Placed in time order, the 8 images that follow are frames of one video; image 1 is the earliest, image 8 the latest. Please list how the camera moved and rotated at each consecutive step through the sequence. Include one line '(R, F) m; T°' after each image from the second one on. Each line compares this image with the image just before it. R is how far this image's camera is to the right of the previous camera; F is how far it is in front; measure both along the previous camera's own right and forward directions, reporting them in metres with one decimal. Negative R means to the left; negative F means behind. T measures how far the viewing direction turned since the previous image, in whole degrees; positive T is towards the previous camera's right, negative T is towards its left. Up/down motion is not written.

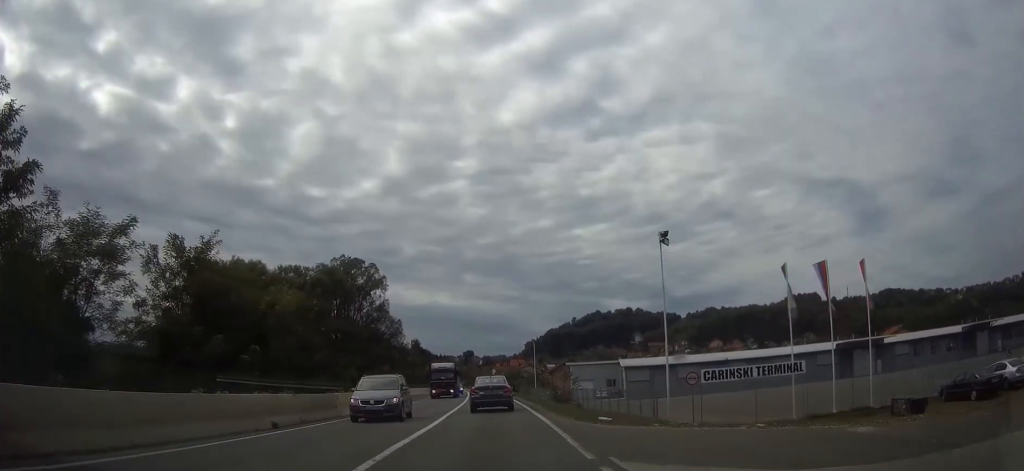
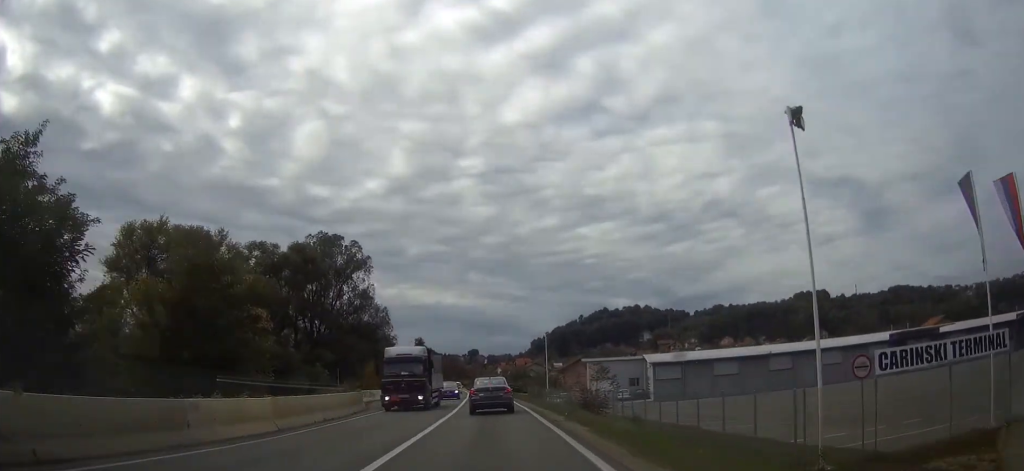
(-0.1, +14.6) m; -1°
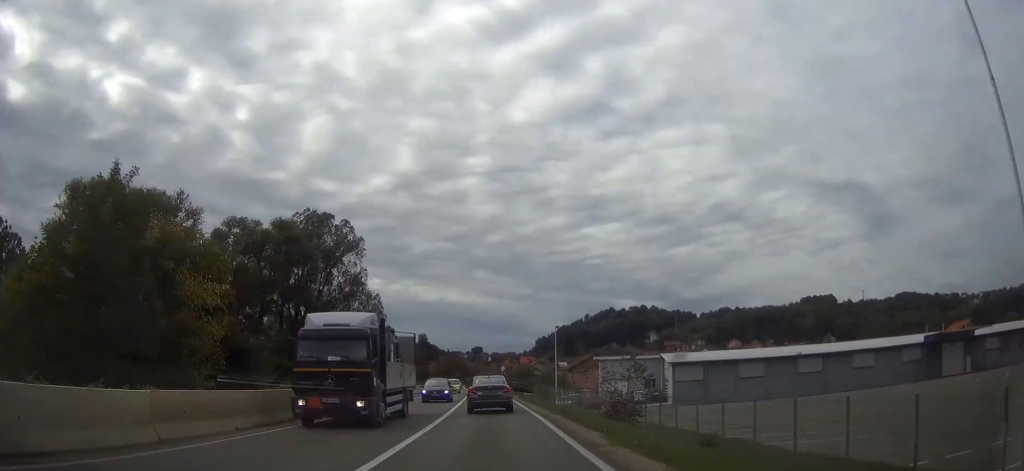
(0.0, +7.8) m; 0°
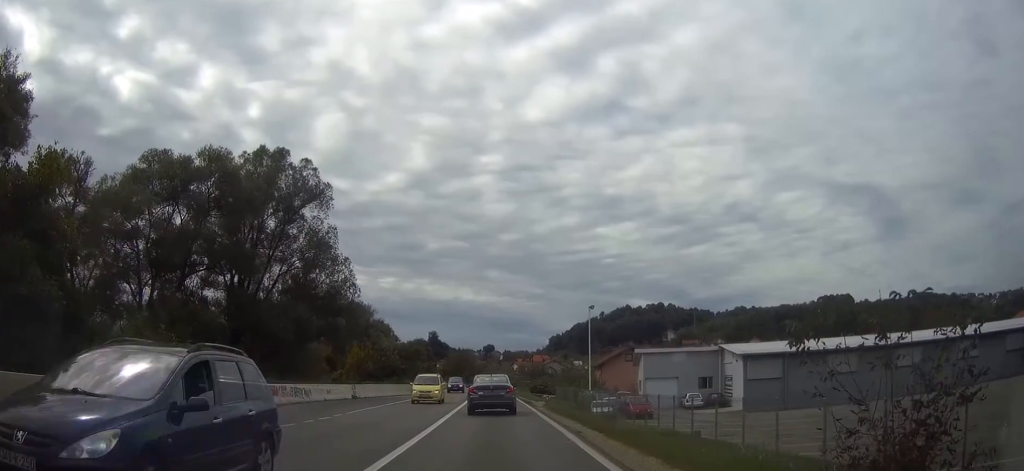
(-0.1, +18.8) m; -1°
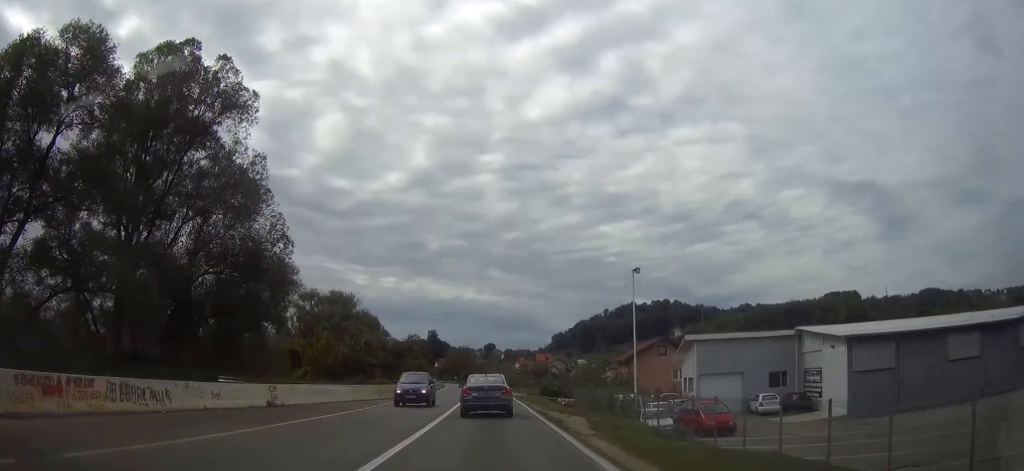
(0.0, +18.3) m; 0°
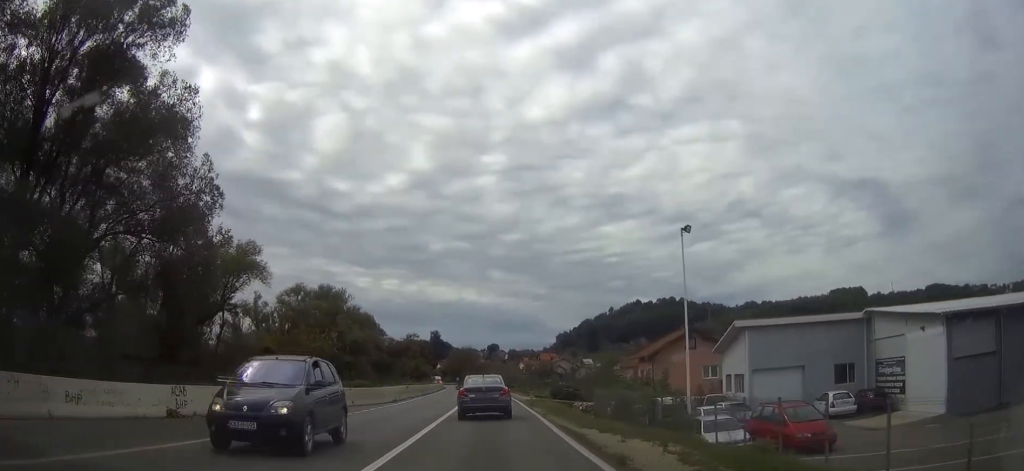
(0.0, +10.3) m; 0°
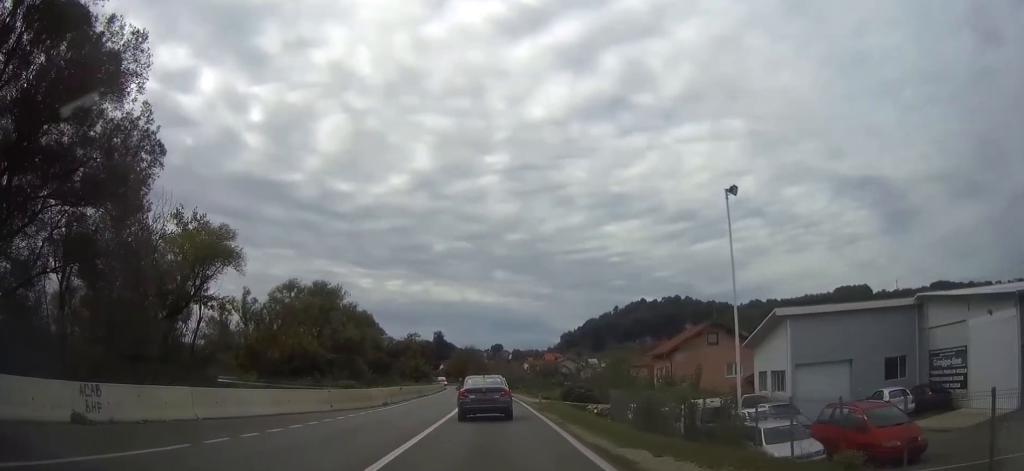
(0.0, +5.6) m; 0°
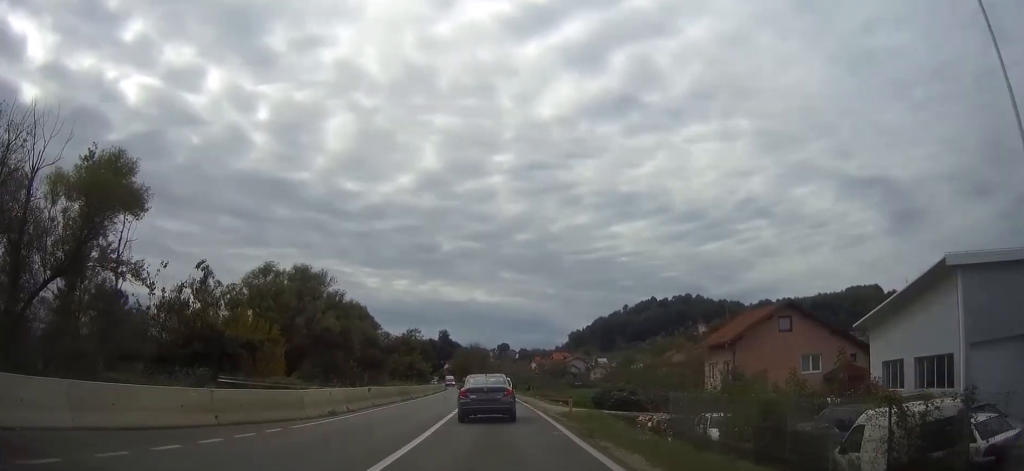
(-0.2, +14.5) m; -1°
